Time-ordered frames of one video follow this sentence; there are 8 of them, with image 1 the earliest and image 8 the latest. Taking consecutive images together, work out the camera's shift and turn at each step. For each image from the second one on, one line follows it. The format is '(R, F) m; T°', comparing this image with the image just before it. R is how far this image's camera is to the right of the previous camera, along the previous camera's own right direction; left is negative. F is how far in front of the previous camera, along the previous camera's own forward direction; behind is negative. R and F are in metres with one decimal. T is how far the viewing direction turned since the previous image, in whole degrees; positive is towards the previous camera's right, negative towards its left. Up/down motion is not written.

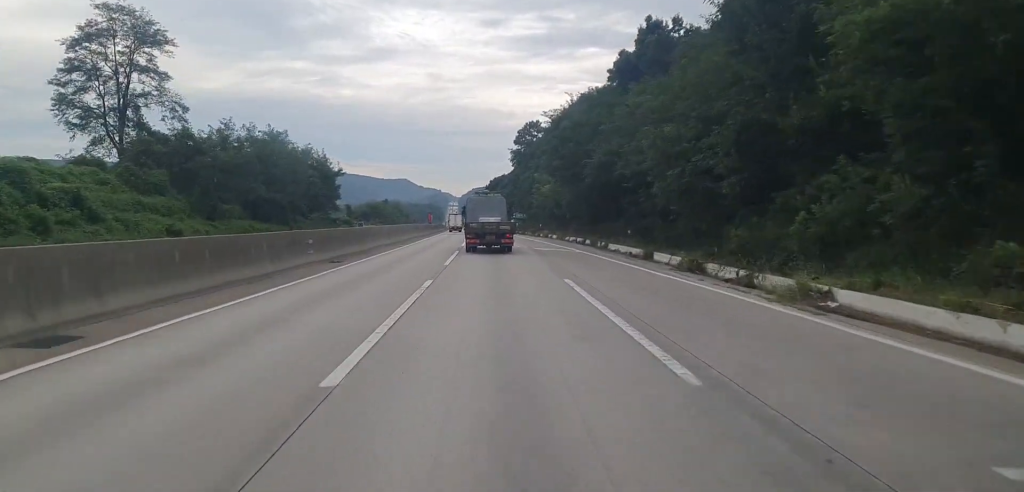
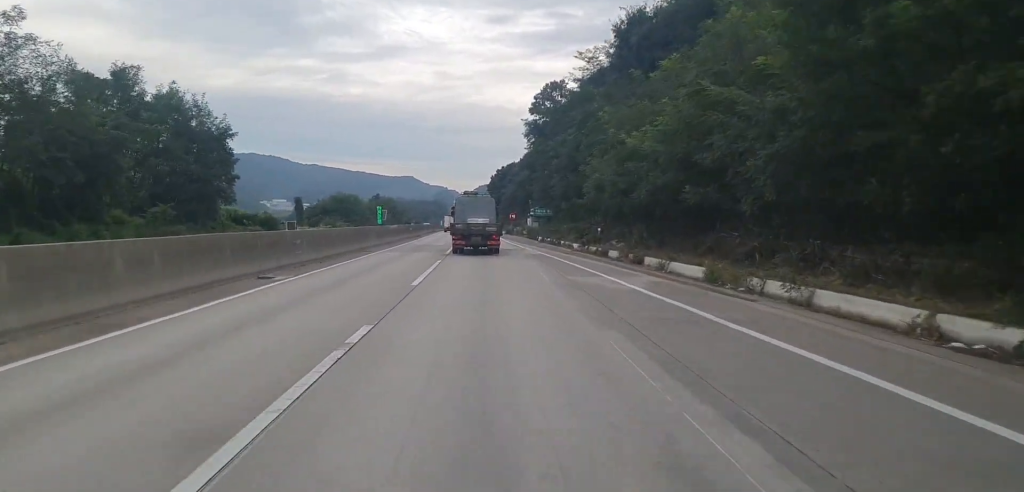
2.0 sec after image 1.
(0.0, +53.1) m; 0°
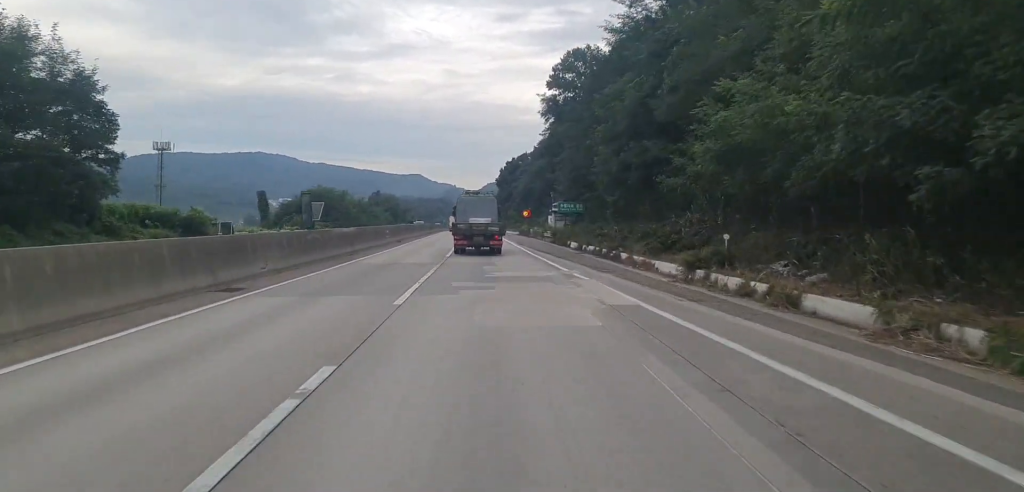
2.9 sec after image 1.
(-0.2, +22.4) m; -1°
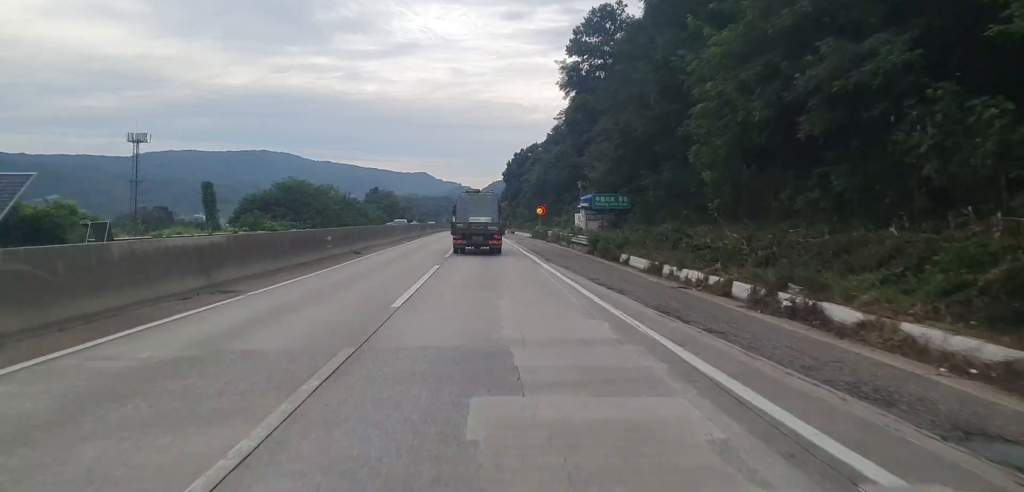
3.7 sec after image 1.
(-0.1, +19.9) m; 0°
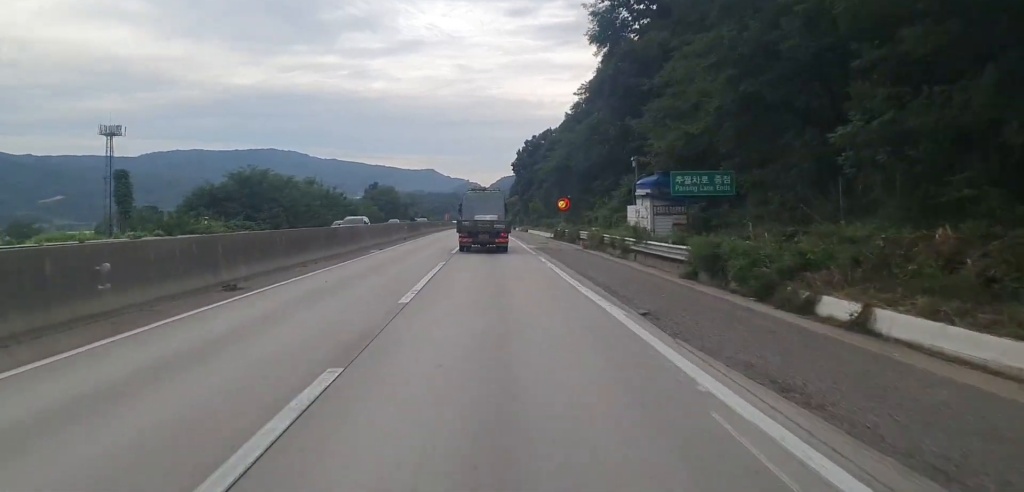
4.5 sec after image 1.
(0.0, +20.7) m; 0°
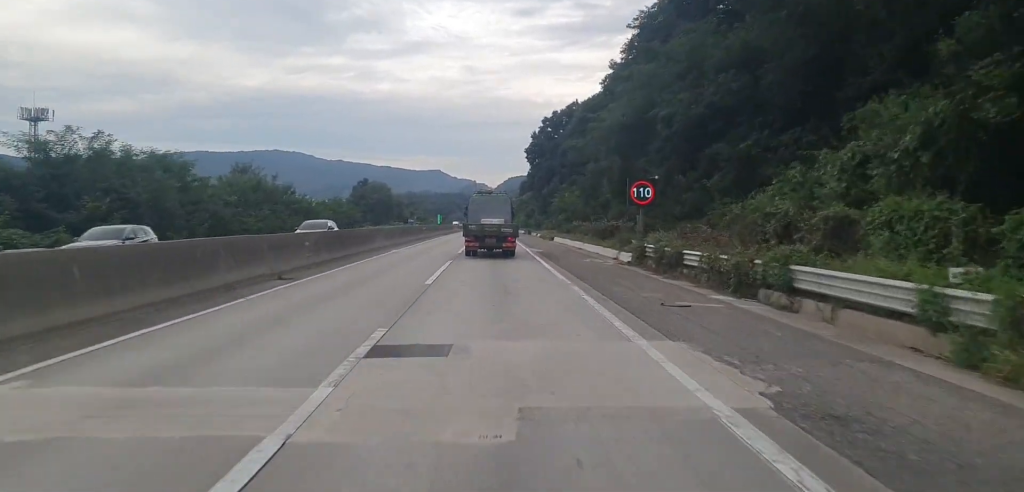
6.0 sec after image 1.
(-0.3, +37.4) m; -1°
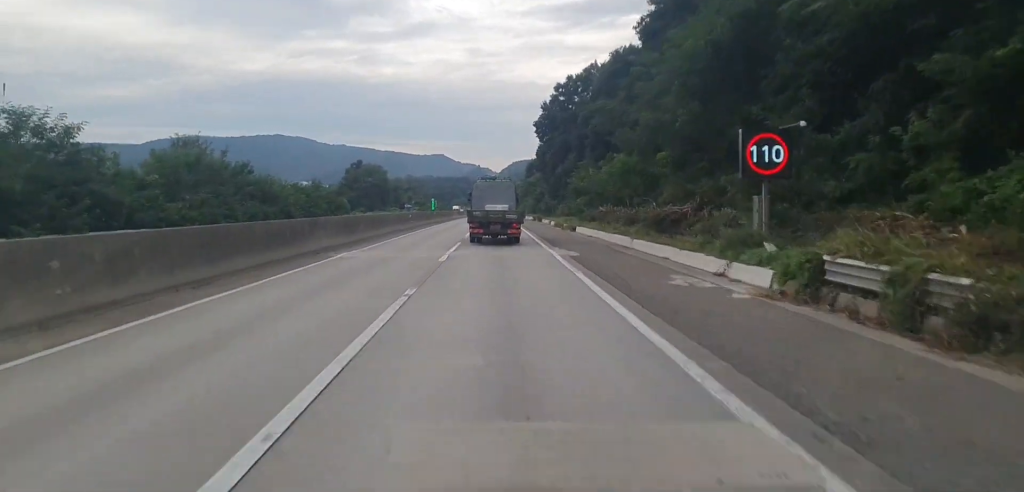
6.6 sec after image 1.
(0.0, +15.7) m; 0°
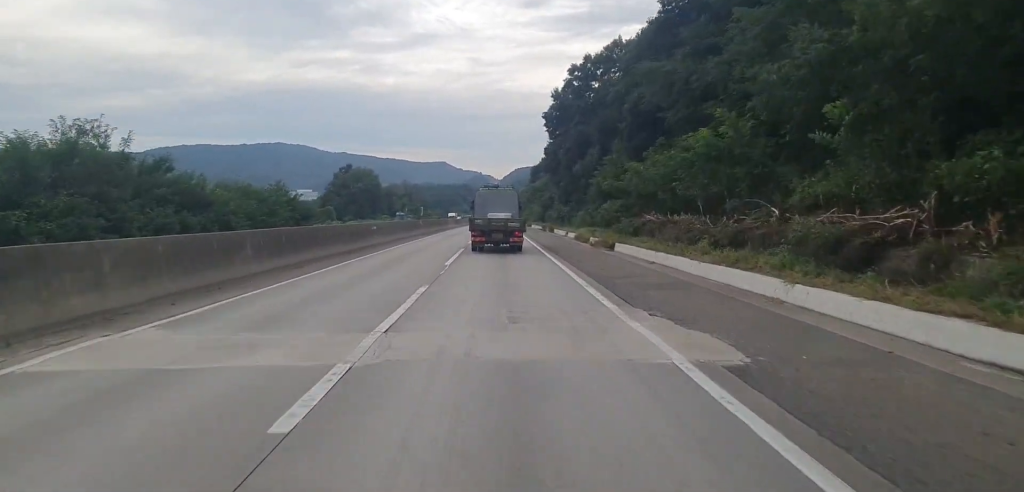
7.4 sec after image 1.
(0.0, +17.0) m; 0°
